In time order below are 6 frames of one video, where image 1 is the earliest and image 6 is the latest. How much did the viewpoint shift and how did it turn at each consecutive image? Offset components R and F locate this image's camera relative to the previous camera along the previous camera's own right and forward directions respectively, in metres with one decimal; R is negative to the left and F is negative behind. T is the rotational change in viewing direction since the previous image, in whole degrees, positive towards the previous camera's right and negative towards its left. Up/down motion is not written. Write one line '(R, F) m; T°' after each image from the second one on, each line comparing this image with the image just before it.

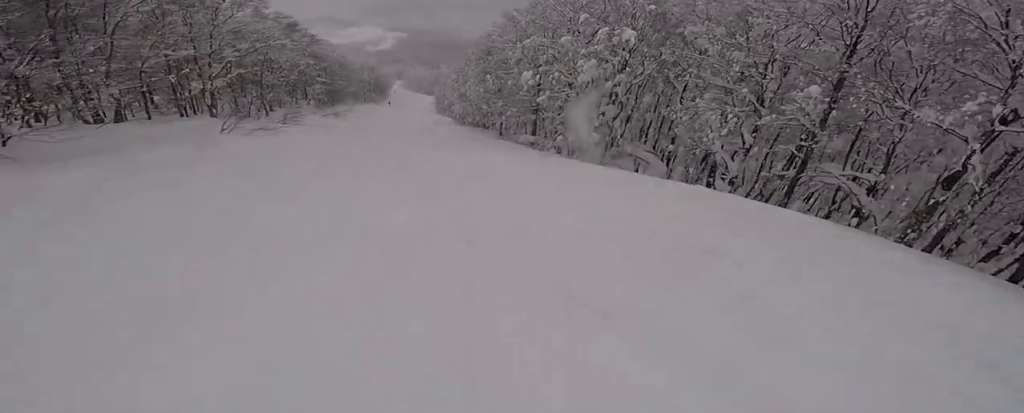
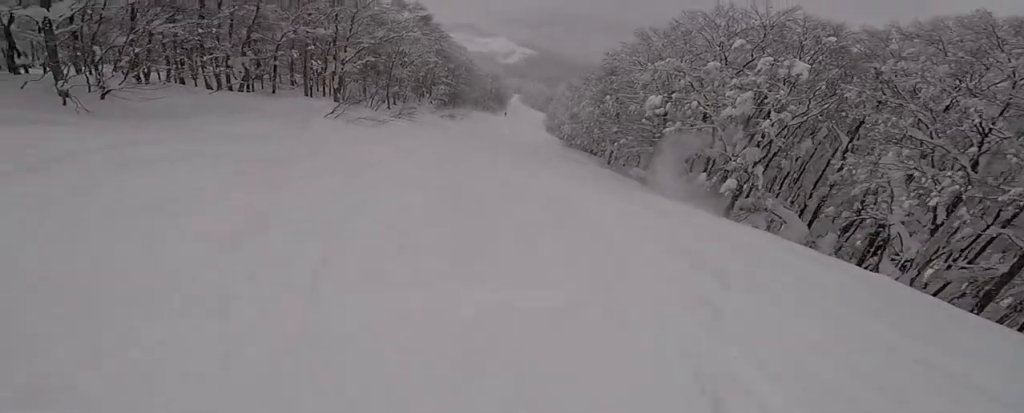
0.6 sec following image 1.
(0.0, +3.0) m; -12°
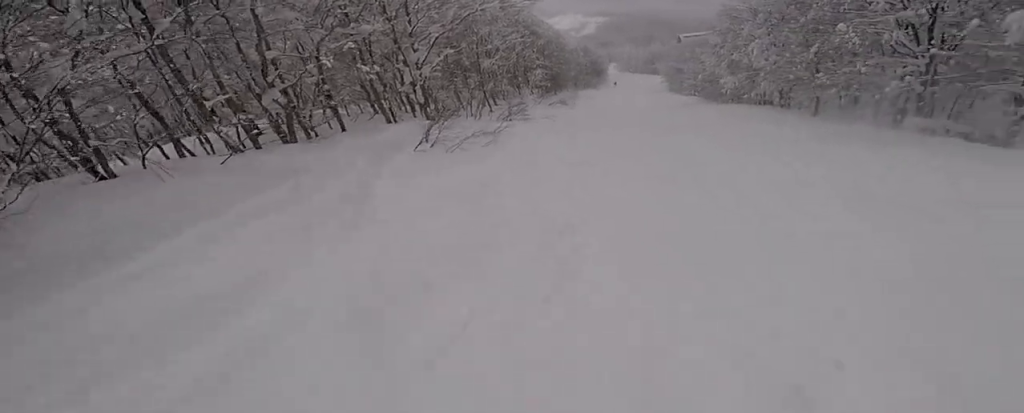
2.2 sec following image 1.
(-2.6, +9.3) m; -3°
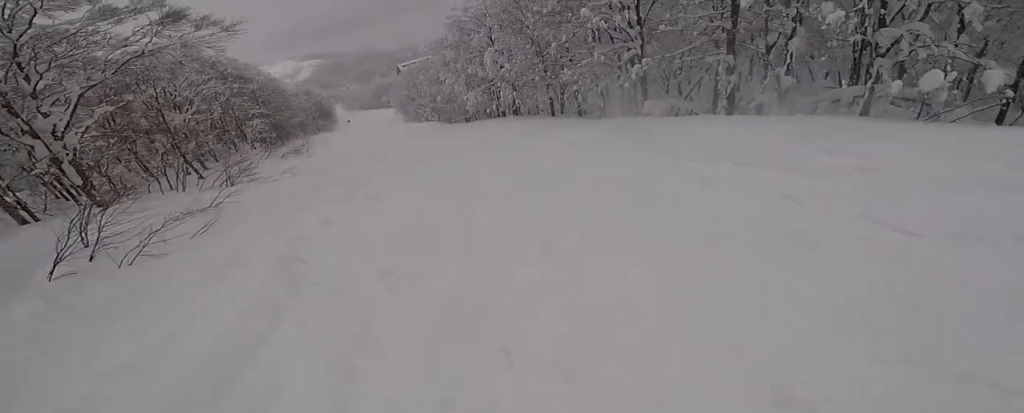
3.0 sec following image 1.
(+1.0, +4.9) m; +14°
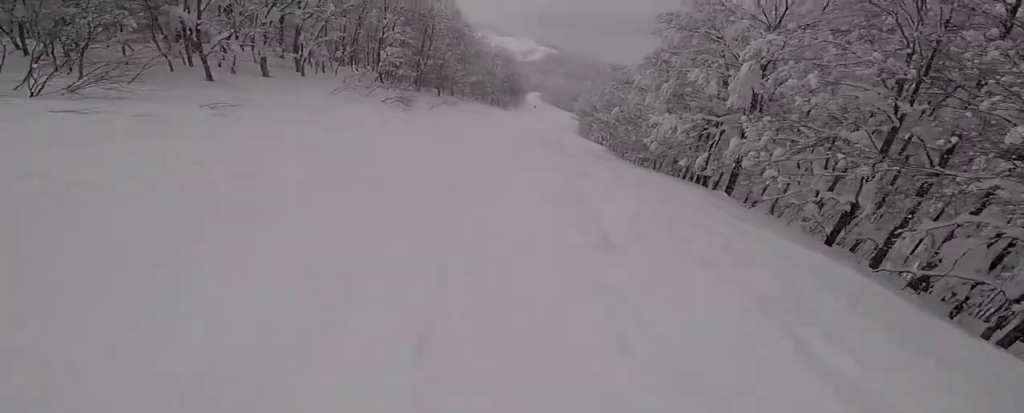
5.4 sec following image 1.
(+0.2, +16.9) m; -8°
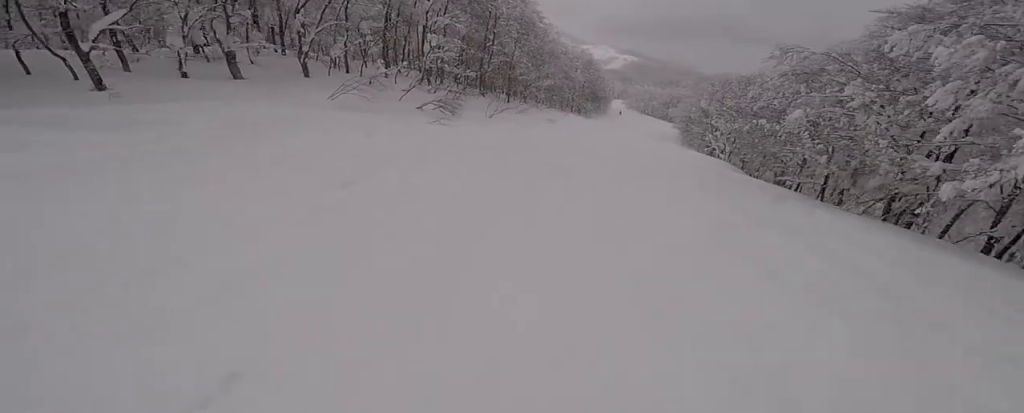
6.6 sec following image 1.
(-0.3, +9.7) m; -6°
